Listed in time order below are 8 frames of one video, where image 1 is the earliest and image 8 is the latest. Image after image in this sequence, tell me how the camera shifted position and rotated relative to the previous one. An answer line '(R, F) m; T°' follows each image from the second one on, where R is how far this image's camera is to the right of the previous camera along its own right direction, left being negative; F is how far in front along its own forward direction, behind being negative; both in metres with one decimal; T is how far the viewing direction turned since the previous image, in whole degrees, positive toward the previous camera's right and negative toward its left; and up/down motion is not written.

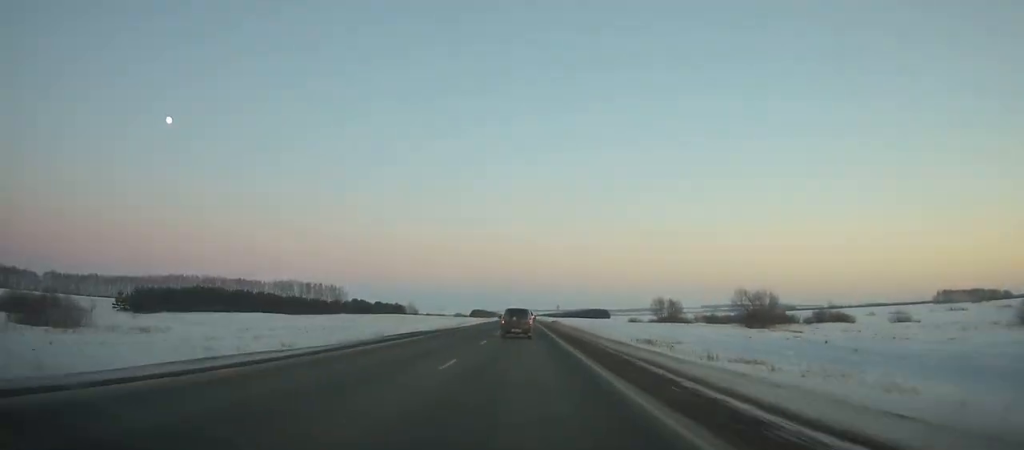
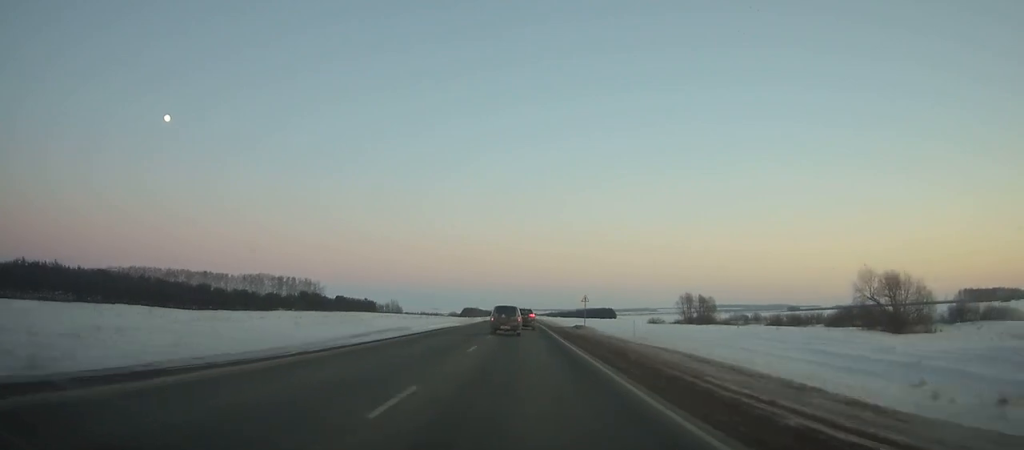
(0.0, +53.6) m; 0°
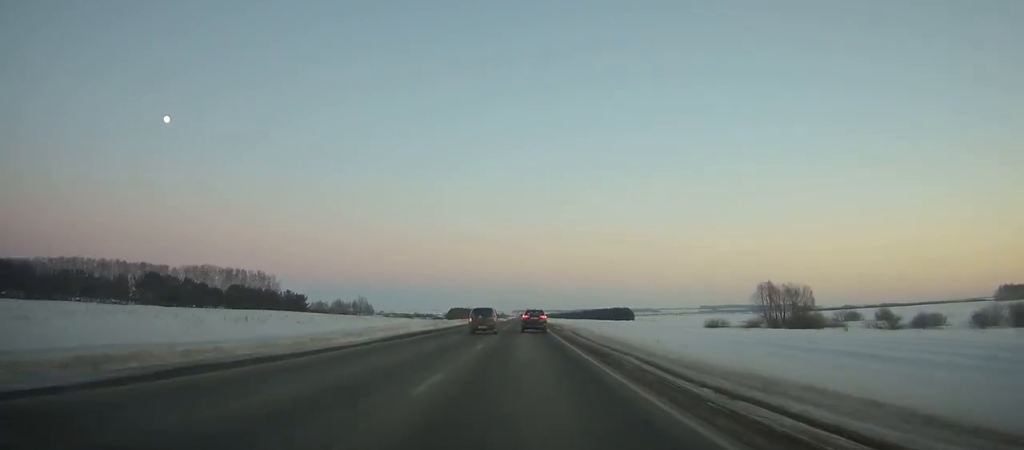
(+0.2, +80.1) m; 0°
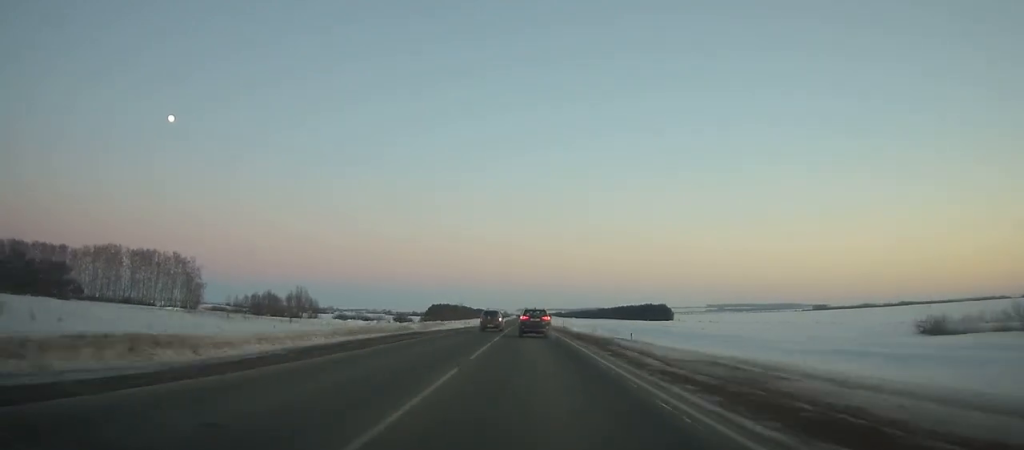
(-0.2, +97.2) m; 0°
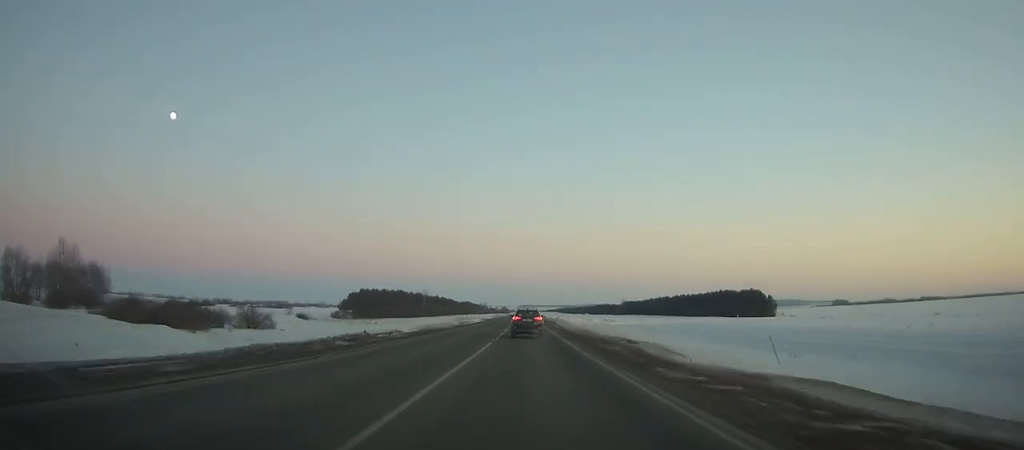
(-0.1, +133.9) m; 0°
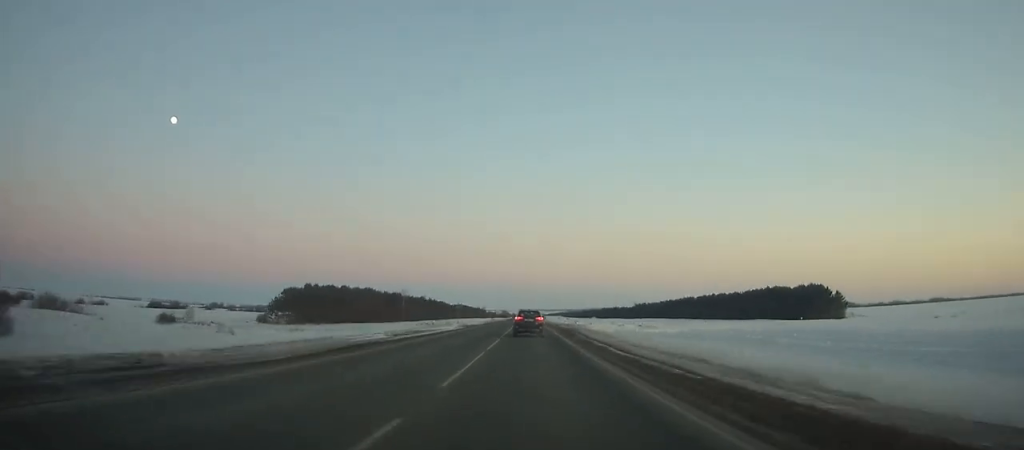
(0.0, +43.5) m; 0°
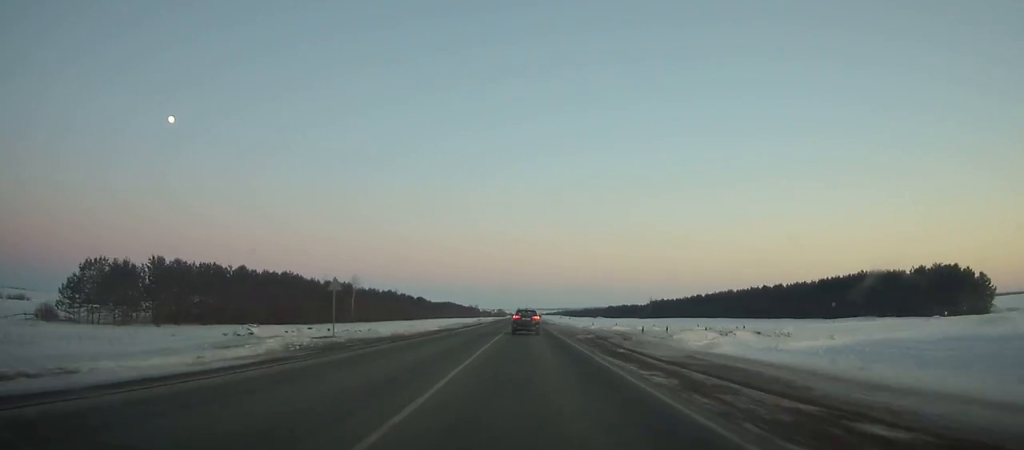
(0.0, +53.9) m; 0°
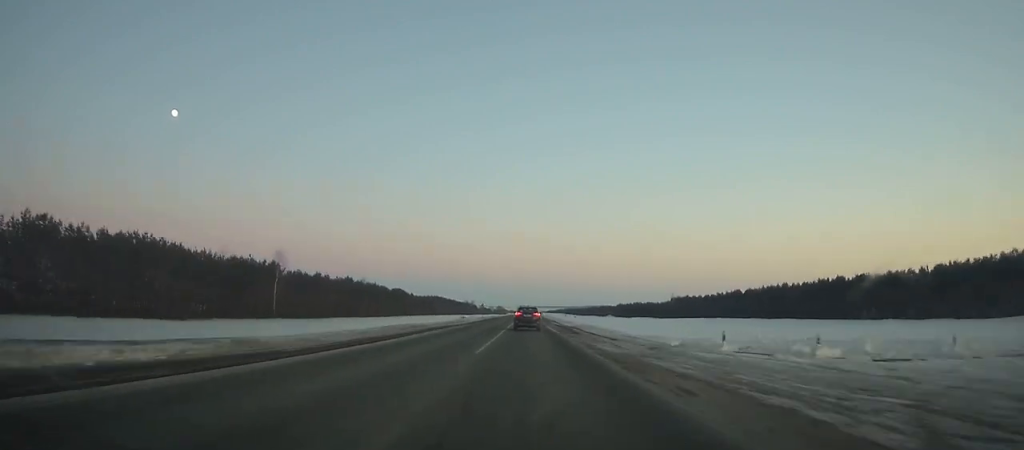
(0.0, +43.7) m; 0°
